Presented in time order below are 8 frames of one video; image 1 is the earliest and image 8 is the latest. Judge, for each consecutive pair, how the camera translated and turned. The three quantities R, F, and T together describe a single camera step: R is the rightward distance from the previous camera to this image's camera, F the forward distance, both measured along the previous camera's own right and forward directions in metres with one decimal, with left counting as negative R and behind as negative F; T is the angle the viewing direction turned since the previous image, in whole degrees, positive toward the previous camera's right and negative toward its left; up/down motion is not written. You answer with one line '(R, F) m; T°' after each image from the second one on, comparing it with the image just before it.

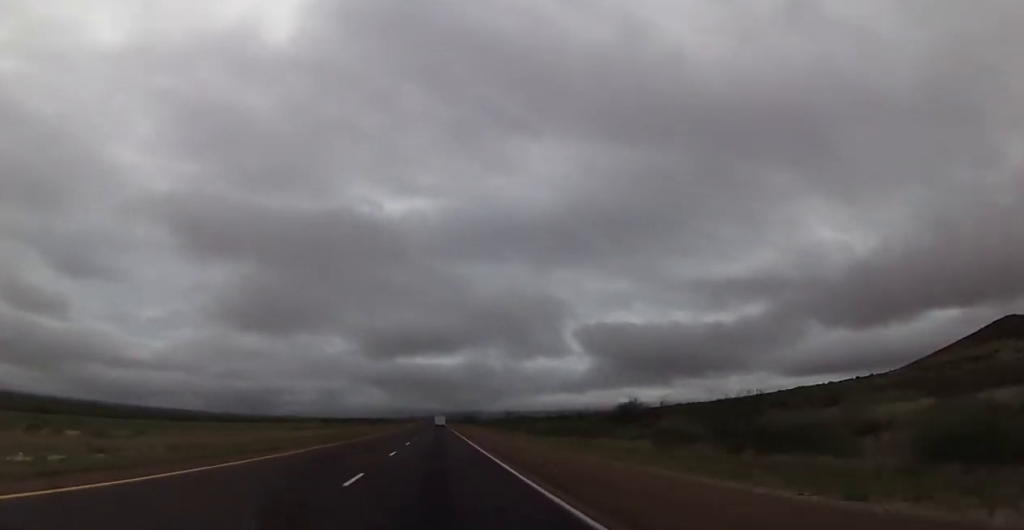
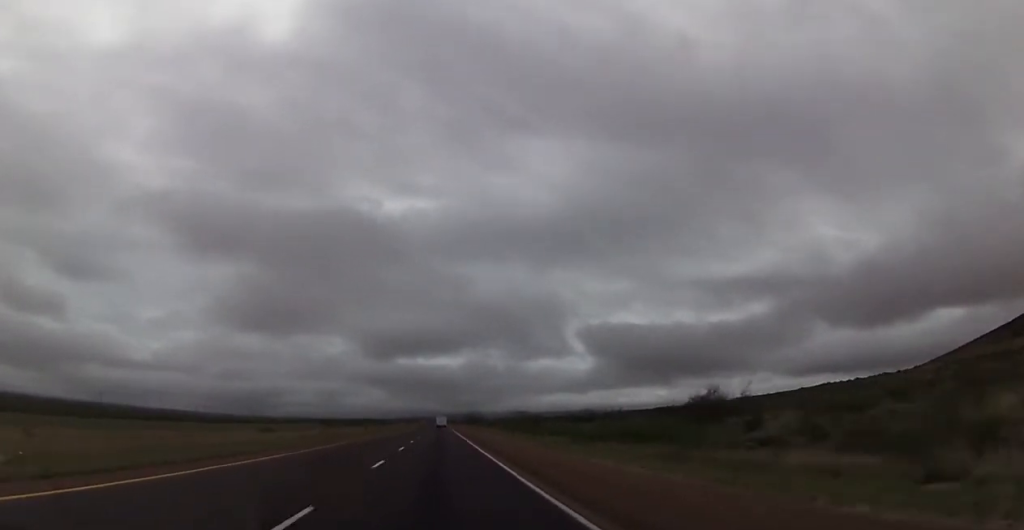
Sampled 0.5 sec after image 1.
(0.0, +18.7) m; 0°
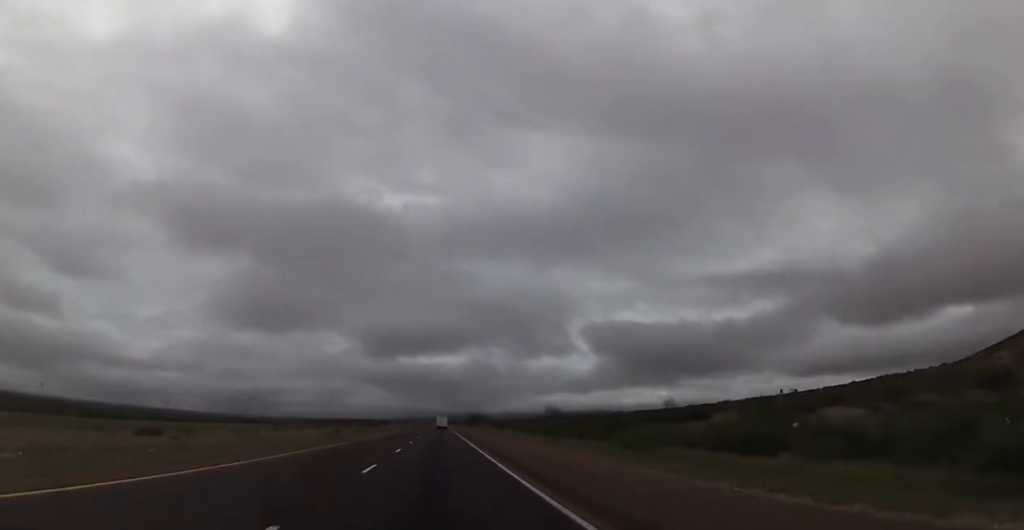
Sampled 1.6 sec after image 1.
(0.0, +38.7) m; 0°
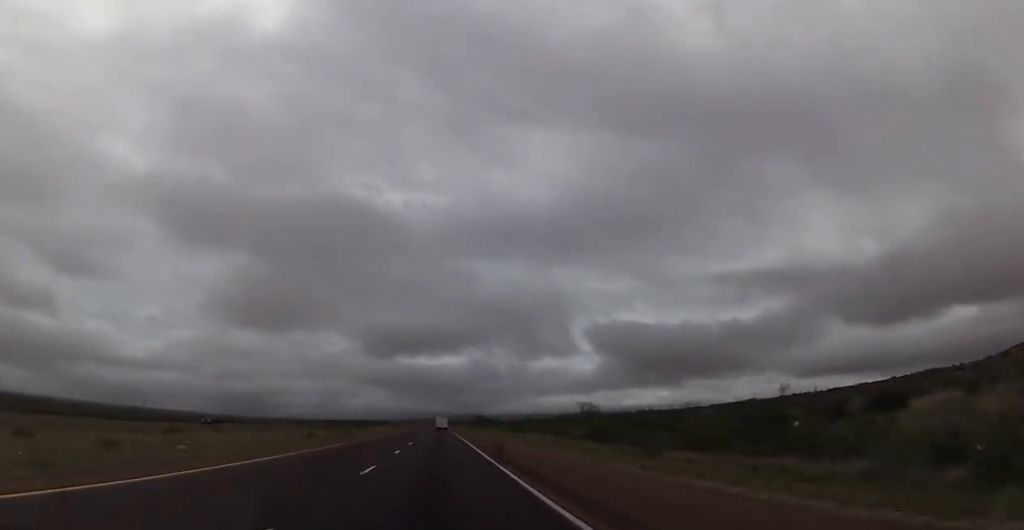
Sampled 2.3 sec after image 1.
(0.0, +24.7) m; 0°
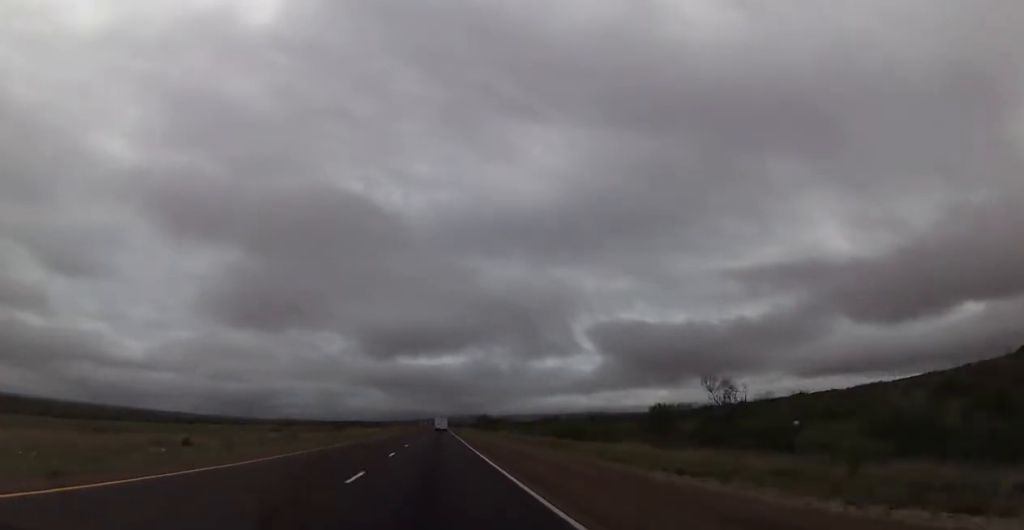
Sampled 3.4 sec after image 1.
(0.0, +38.8) m; 0°
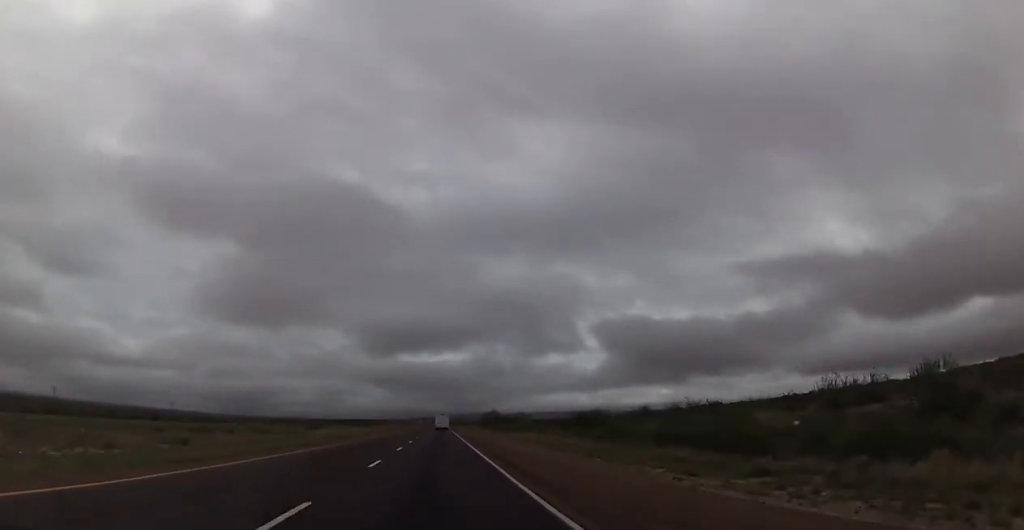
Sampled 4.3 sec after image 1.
(0.0, +31.7) m; 0°
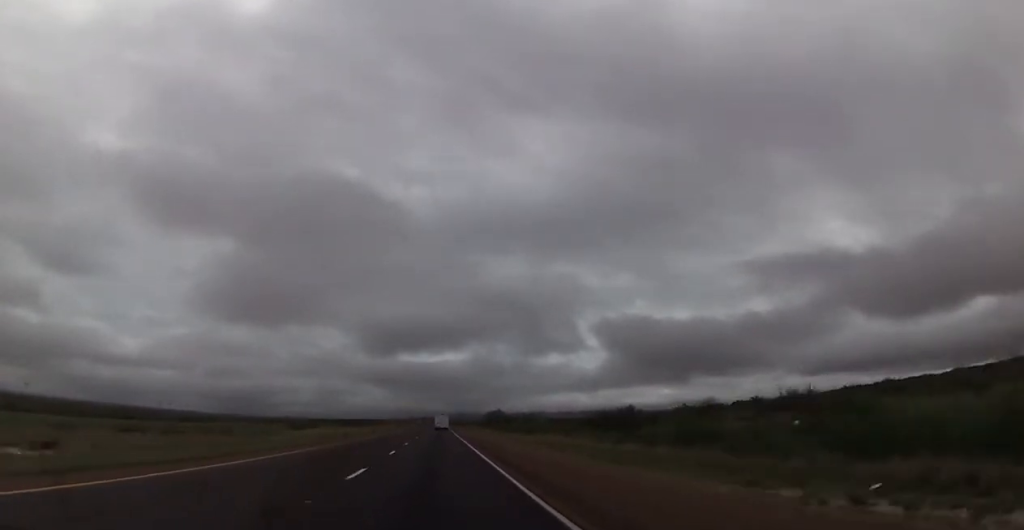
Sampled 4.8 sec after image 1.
(0.0, +16.4) m; 0°
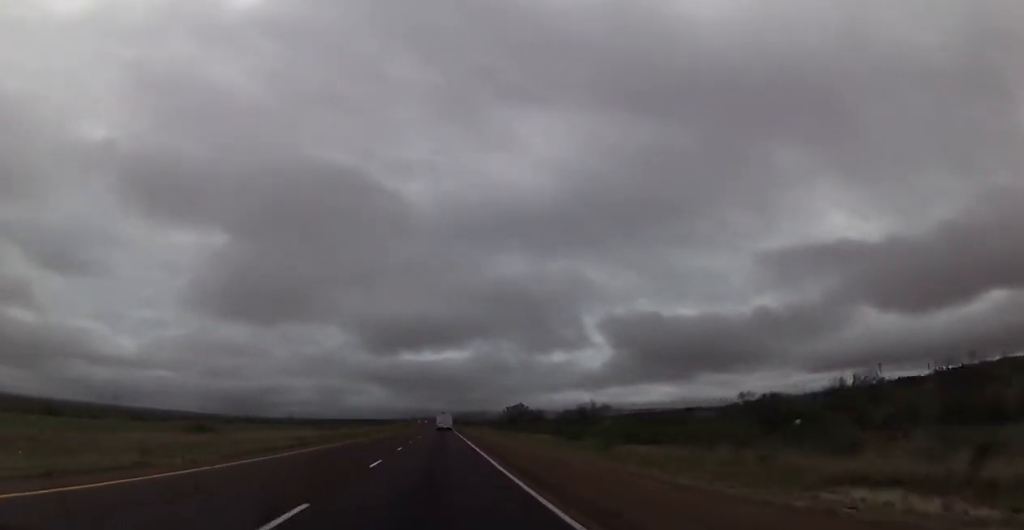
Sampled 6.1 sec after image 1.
(+0.5, +44.5) m; 0°
